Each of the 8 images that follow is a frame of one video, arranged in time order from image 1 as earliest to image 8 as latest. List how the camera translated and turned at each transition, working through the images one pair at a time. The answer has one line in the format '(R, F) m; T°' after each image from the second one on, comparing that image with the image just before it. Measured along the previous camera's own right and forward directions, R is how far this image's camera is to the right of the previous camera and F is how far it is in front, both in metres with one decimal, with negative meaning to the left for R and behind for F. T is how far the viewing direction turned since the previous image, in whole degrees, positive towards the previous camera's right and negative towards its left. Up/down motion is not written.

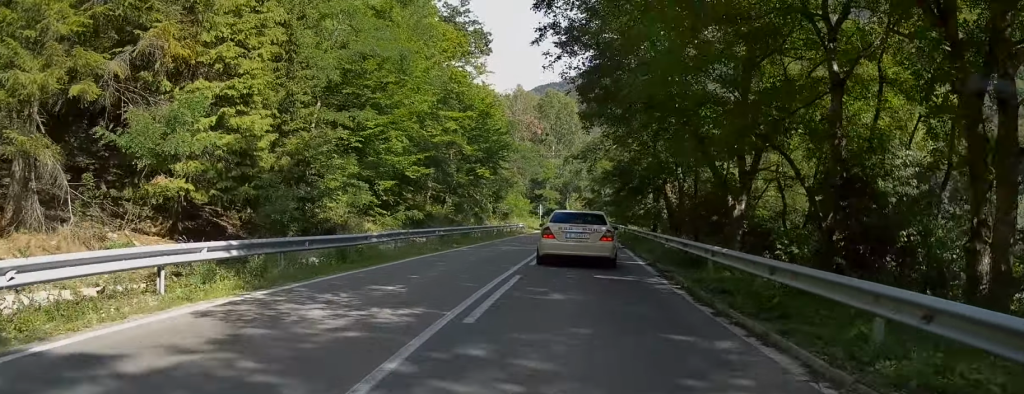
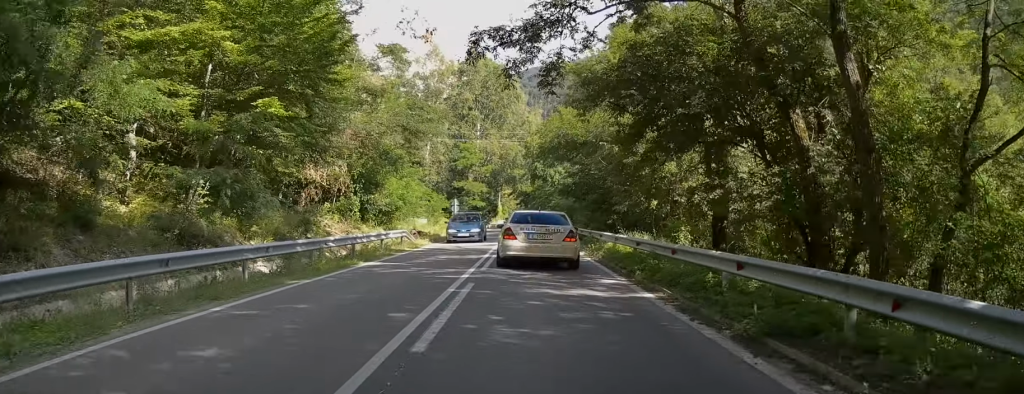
(+2.2, +26.9) m; +7°
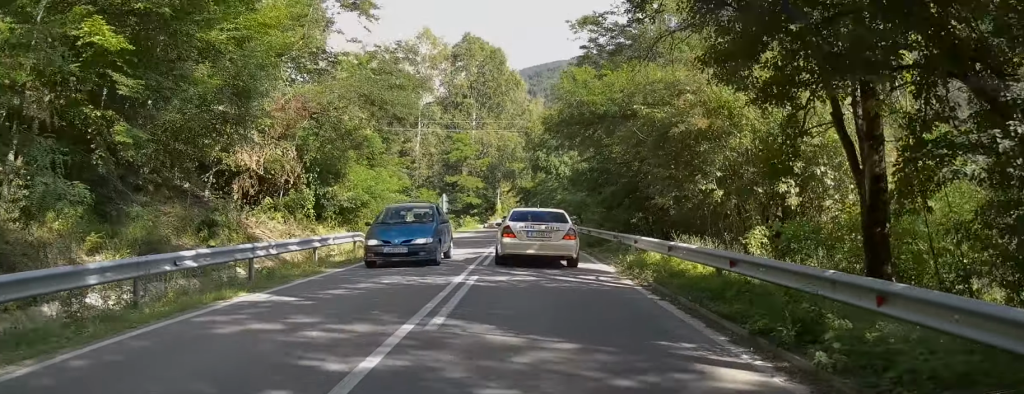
(+0.1, +7.8) m; +1°
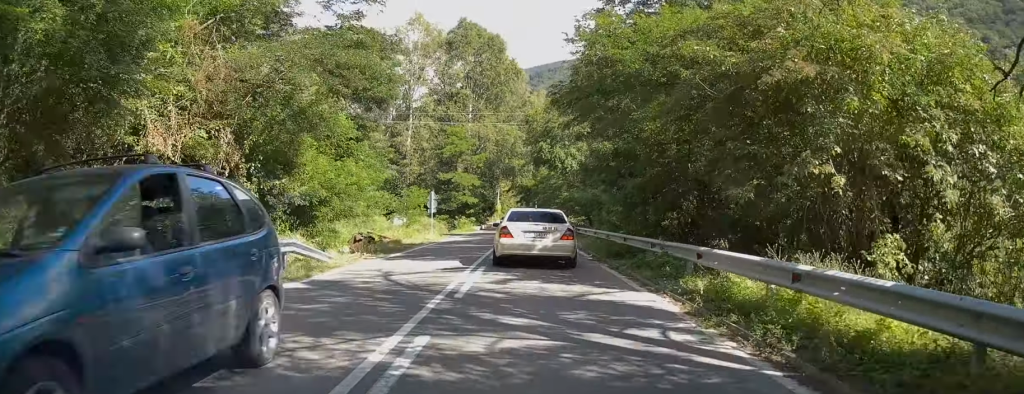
(0.0, +6.2) m; 0°
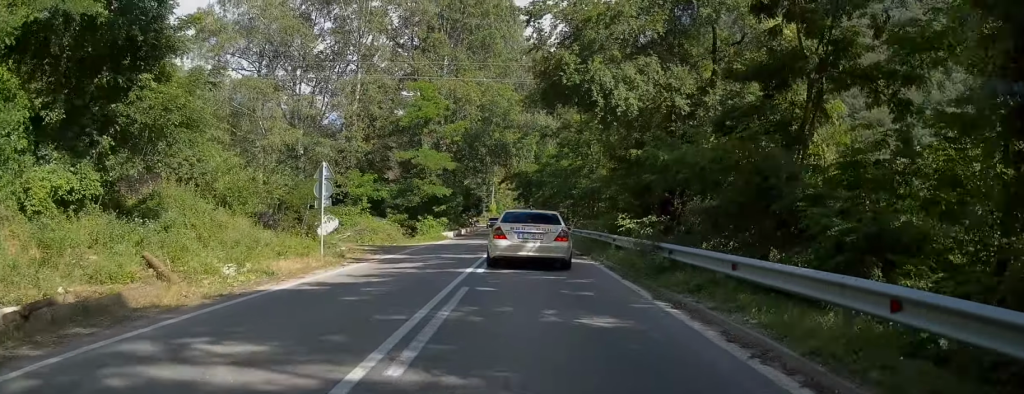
(+0.2, +22.2) m; +2°
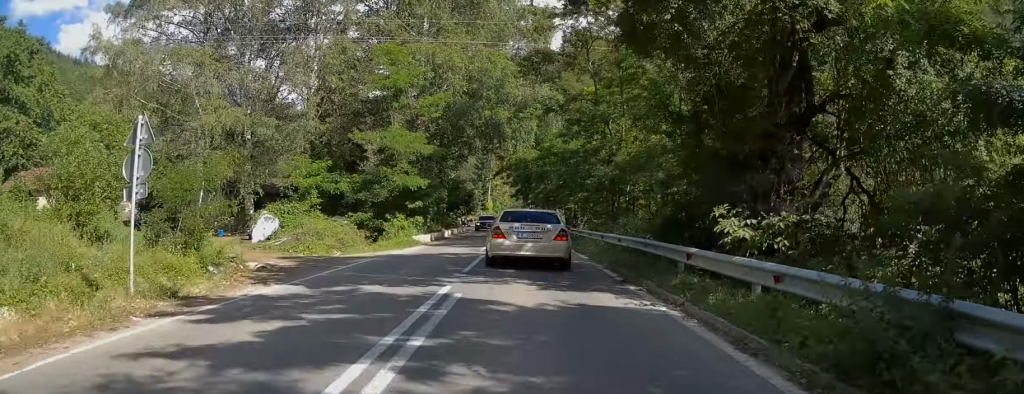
(+0.1, +9.7) m; 0°
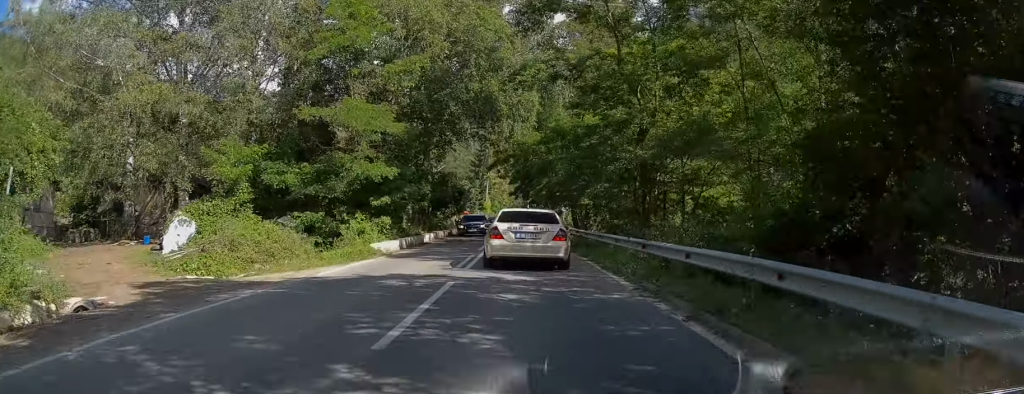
(0.0, +8.1) m; 0°
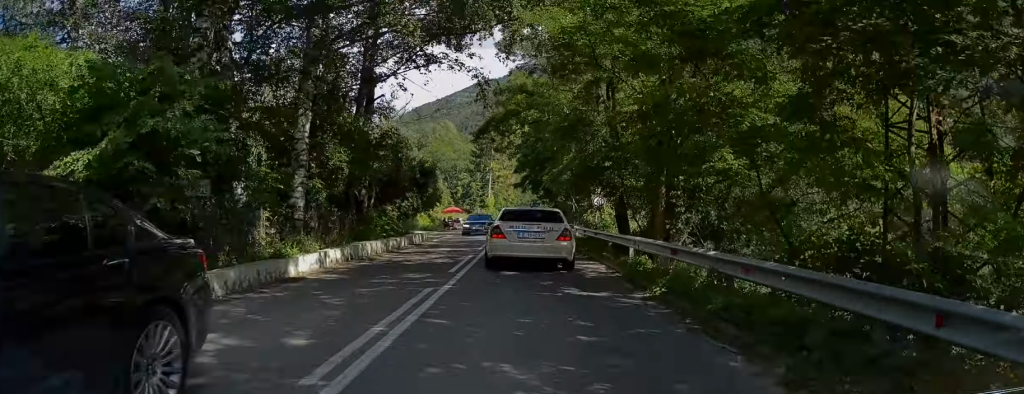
(-0.3, +19.1) m; -1°
